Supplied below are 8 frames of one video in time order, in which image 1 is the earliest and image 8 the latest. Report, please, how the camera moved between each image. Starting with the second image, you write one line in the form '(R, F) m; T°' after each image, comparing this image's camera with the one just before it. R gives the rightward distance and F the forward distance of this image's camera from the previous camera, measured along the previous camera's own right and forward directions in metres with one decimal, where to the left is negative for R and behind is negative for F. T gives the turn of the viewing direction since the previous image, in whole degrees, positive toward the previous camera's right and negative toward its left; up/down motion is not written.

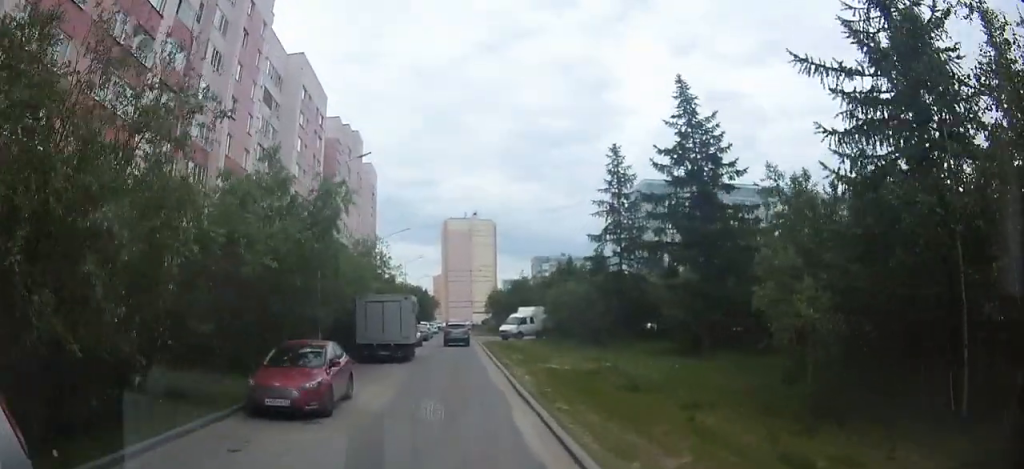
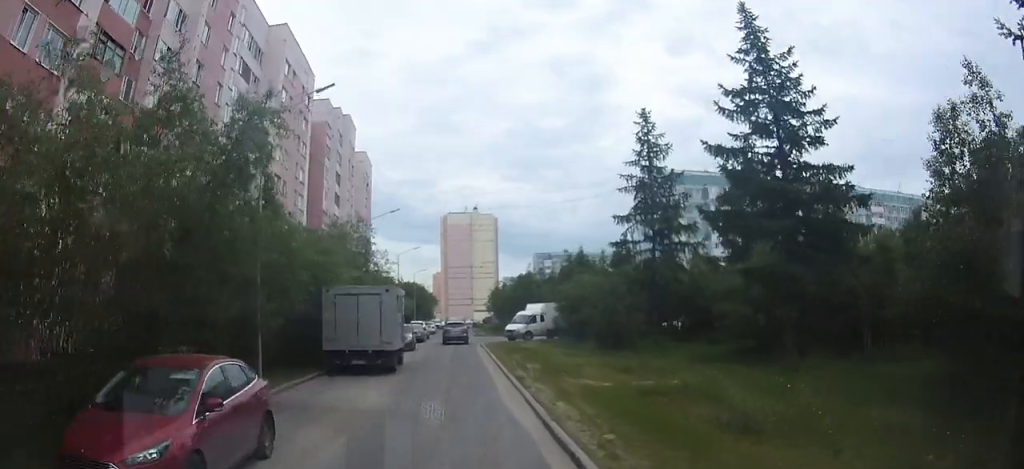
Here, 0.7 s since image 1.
(0.0, +6.6) m; 0°
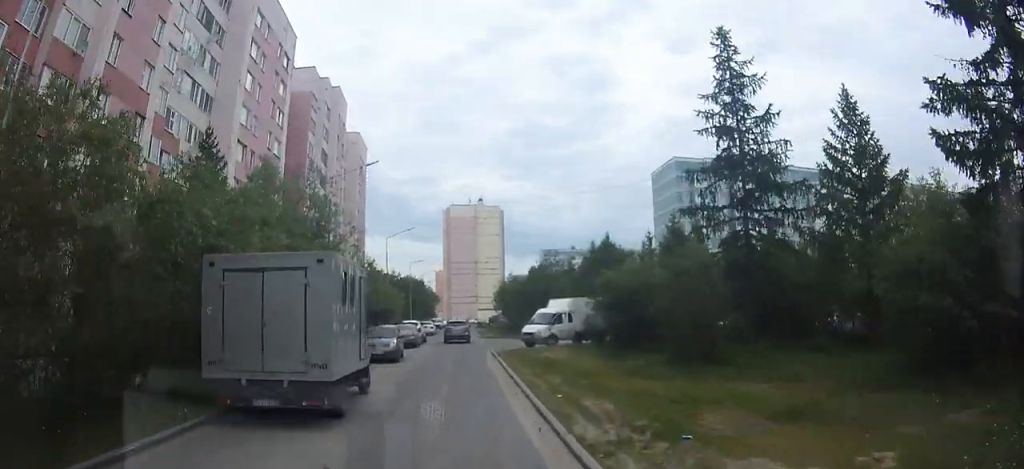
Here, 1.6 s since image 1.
(0.0, +10.0) m; 0°
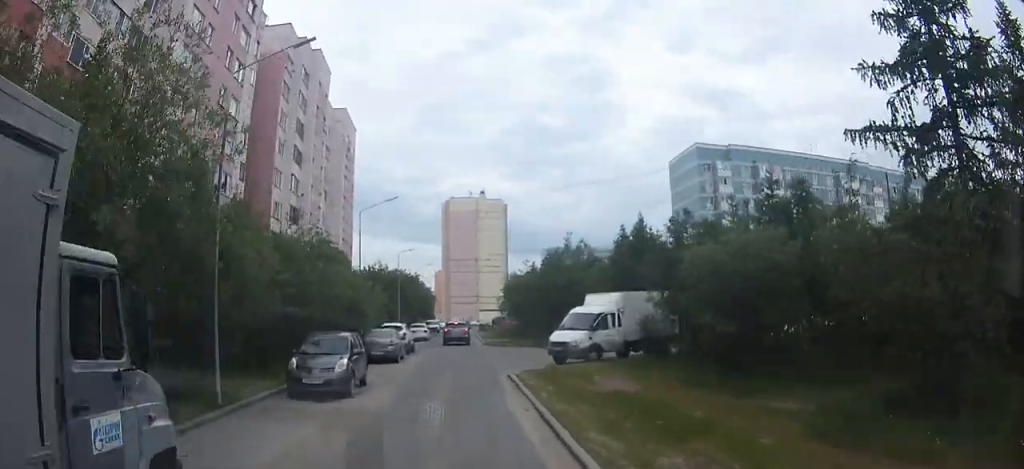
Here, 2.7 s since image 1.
(0.0, +10.8) m; 0°
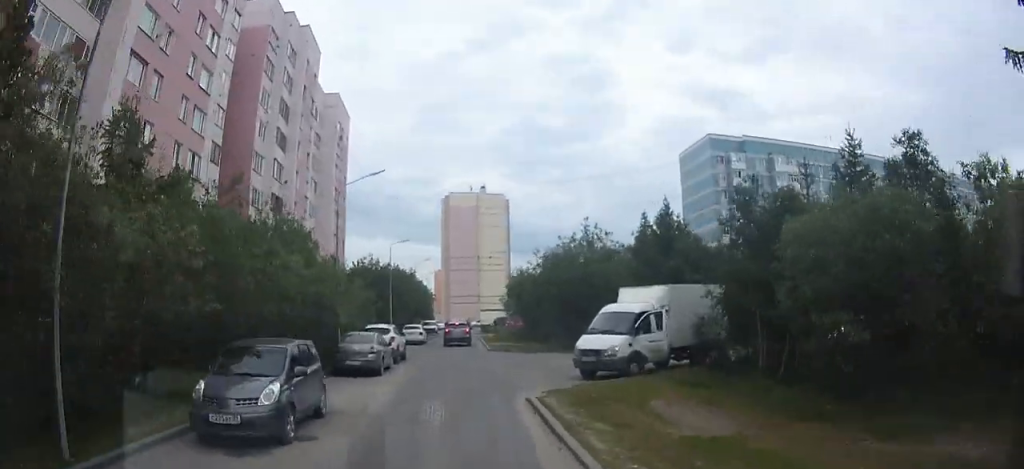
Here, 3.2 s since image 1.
(0.0, +5.5) m; 0°
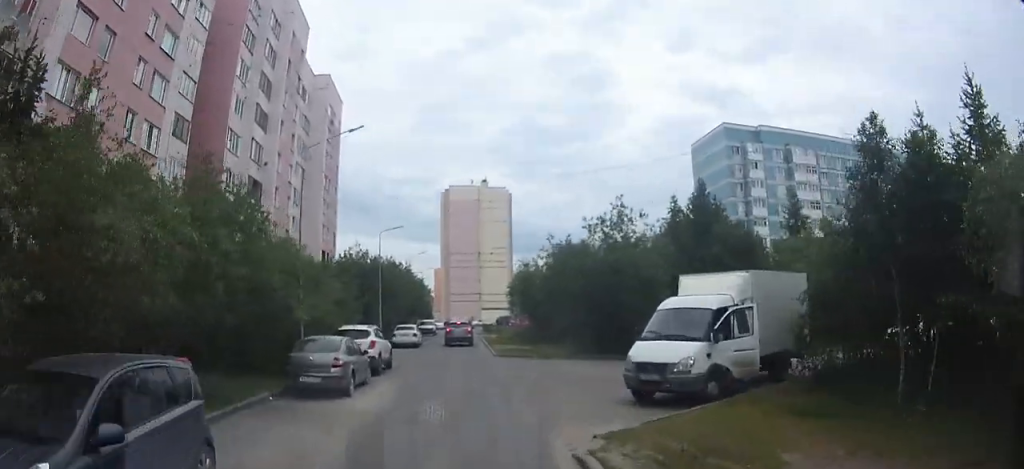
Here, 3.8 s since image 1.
(0.0, +5.8) m; 0°
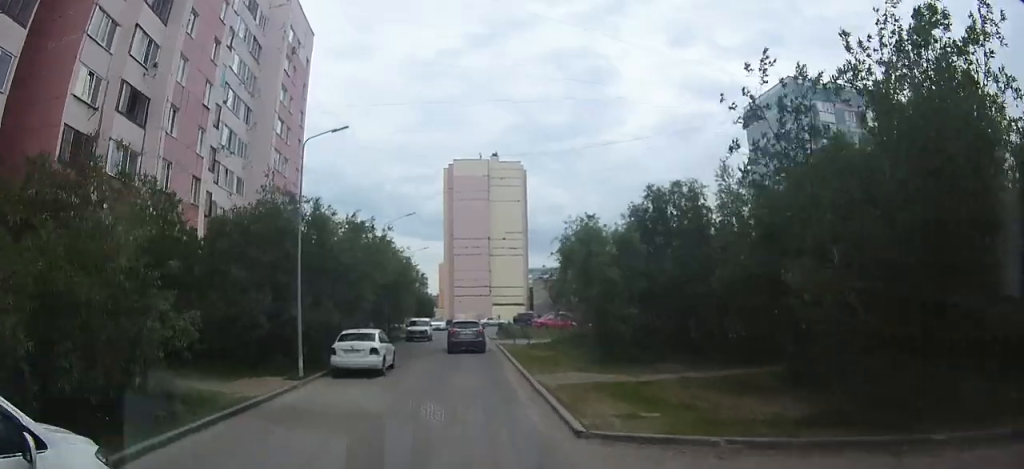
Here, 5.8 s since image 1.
(0.0, +18.9) m; 0°
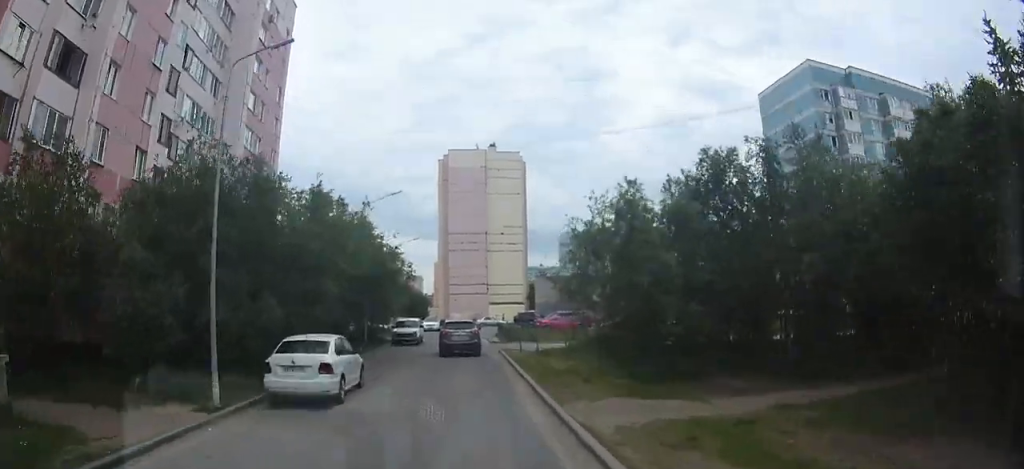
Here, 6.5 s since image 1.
(0.0, +5.9) m; 0°
